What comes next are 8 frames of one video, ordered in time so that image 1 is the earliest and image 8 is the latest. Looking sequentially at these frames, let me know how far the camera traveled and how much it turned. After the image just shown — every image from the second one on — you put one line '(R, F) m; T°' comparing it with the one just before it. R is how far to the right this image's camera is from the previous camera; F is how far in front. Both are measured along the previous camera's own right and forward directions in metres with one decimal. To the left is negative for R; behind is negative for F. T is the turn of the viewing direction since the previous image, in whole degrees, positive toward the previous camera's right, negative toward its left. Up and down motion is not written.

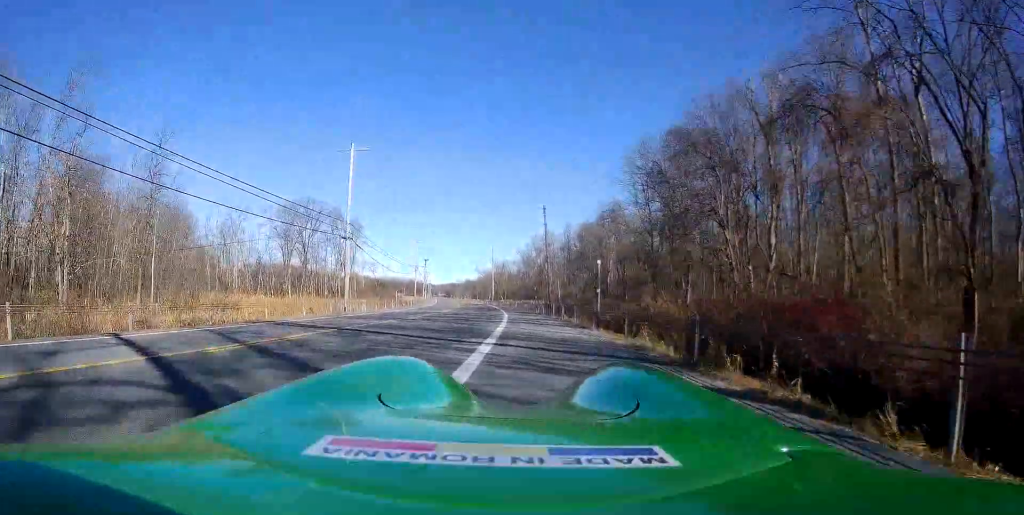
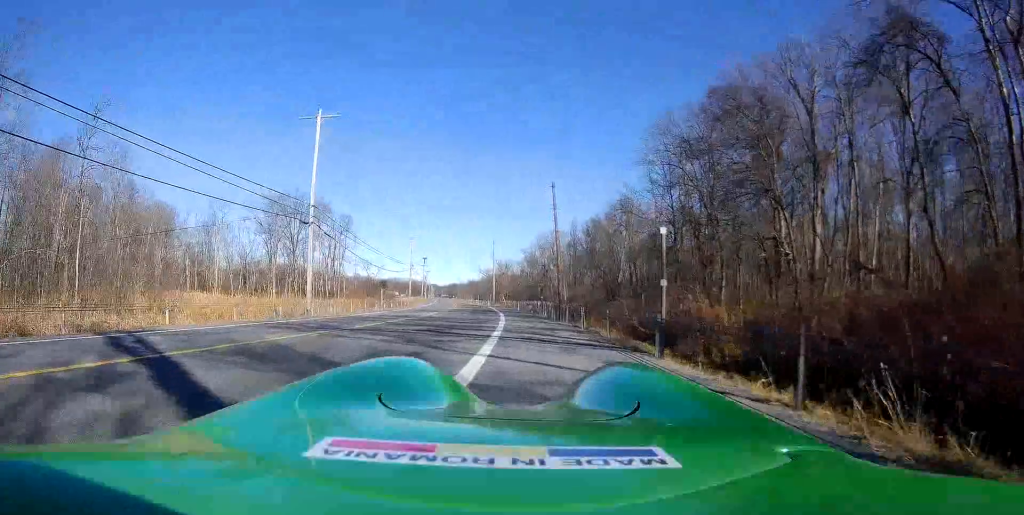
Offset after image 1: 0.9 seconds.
(+0.2, +7.4) m; 0°
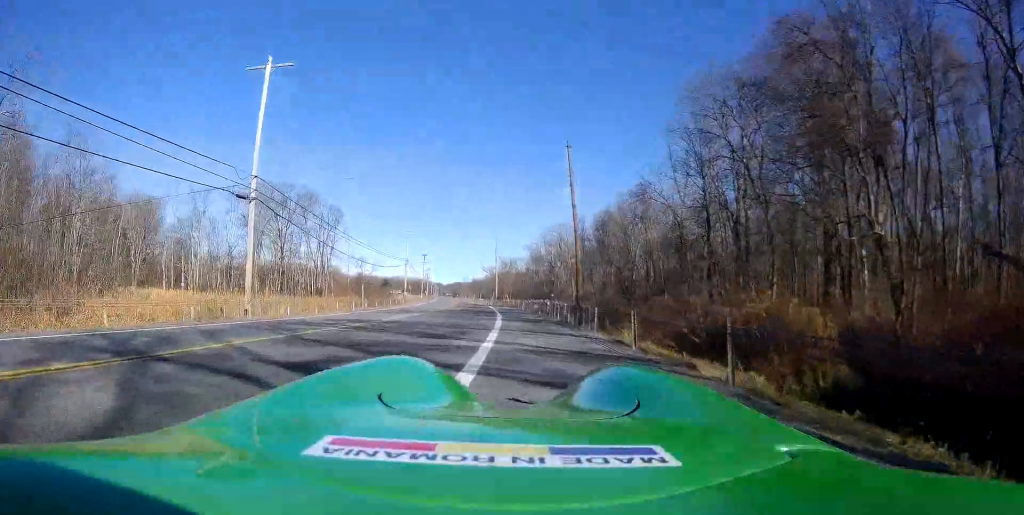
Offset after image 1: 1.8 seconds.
(-0.2, +8.1) m; -2°
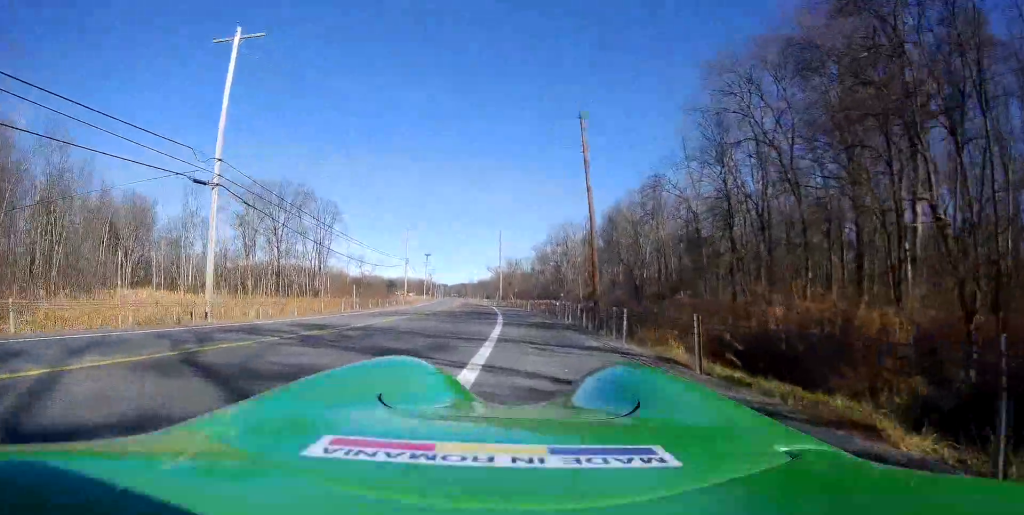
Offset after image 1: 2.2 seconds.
(0.0, +3.6) m; -1°
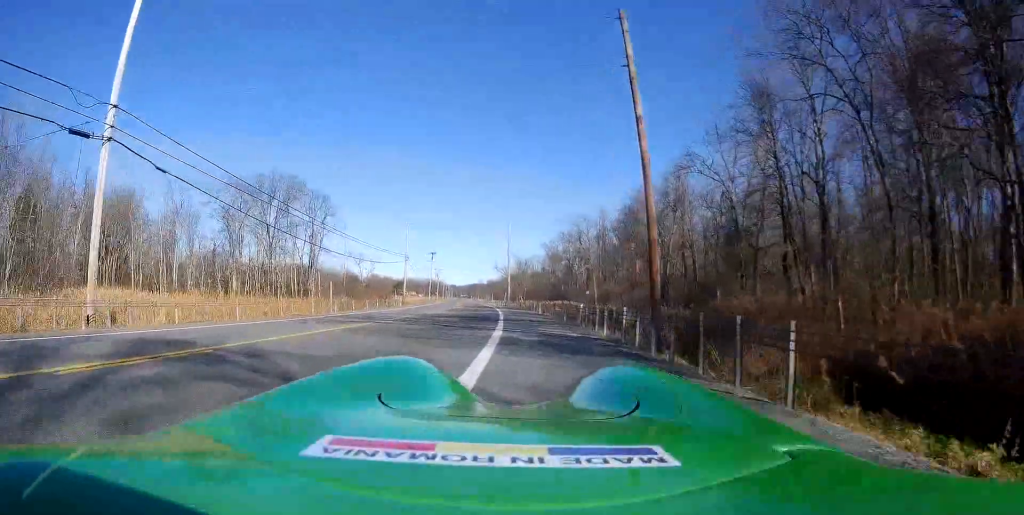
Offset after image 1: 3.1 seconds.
(-0.2, +7.1) m; -2°
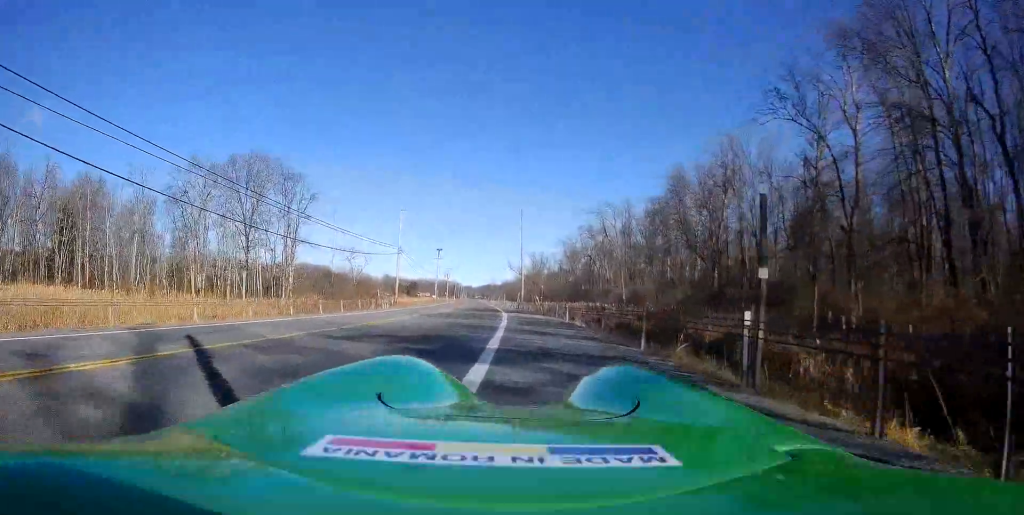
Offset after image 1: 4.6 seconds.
(-0.3, +13.0) m; -3°
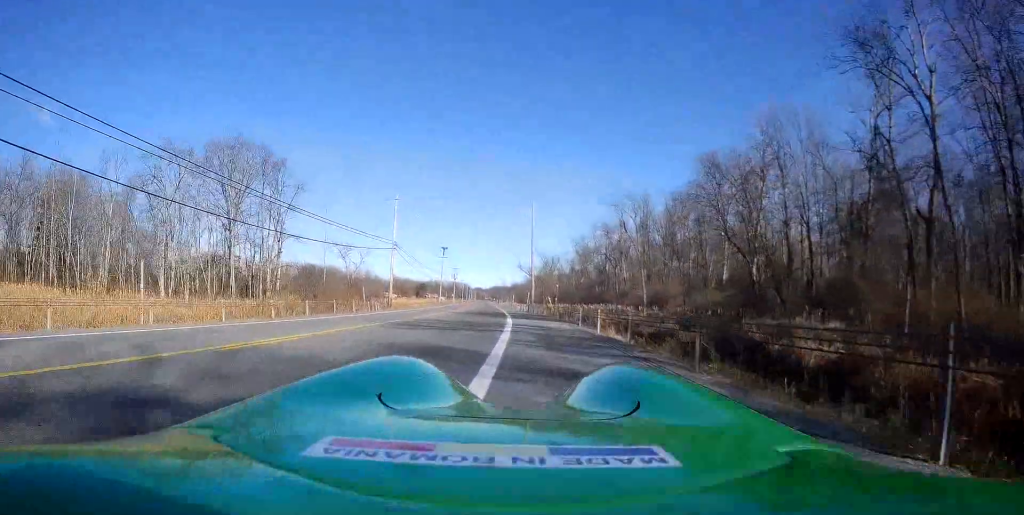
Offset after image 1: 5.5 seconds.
(-0.2, +7.3) m; 0°
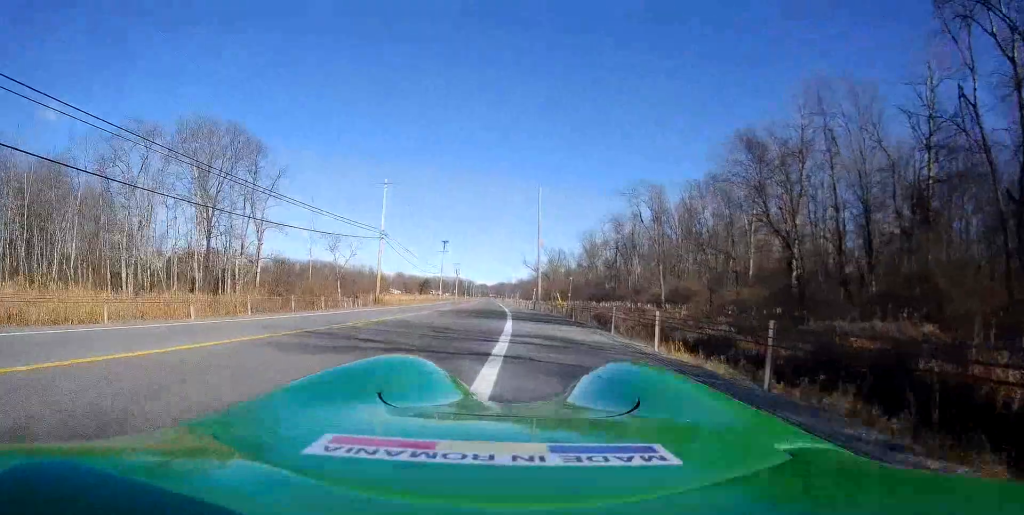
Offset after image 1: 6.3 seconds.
(+0.2, +6.6) m; +2°
